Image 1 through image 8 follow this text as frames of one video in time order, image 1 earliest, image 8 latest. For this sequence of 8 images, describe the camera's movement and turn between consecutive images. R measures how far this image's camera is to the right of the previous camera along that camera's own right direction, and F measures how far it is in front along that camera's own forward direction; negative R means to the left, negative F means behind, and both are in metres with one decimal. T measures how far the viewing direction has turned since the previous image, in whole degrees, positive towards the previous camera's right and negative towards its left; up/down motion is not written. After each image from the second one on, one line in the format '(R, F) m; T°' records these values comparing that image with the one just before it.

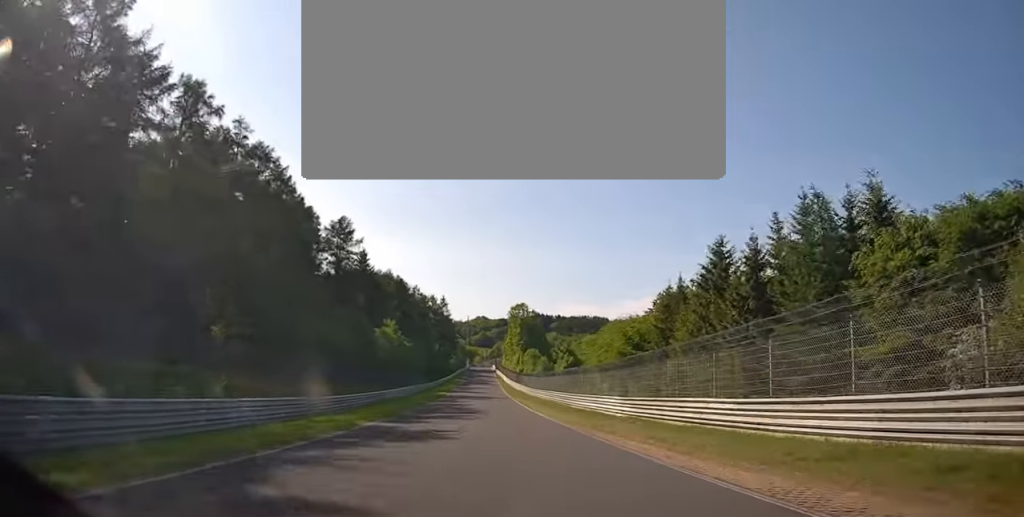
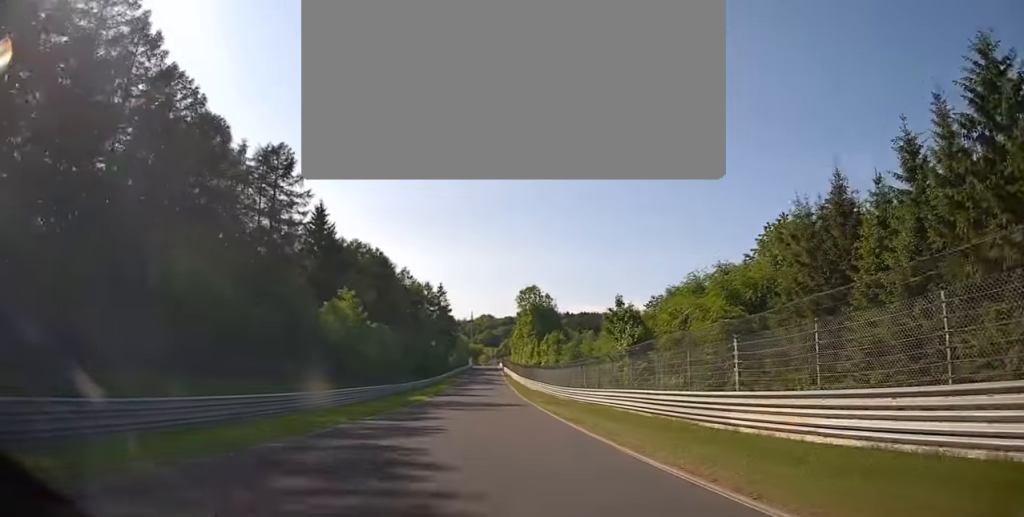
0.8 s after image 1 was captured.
(-0.2, +27.6) m; 0°
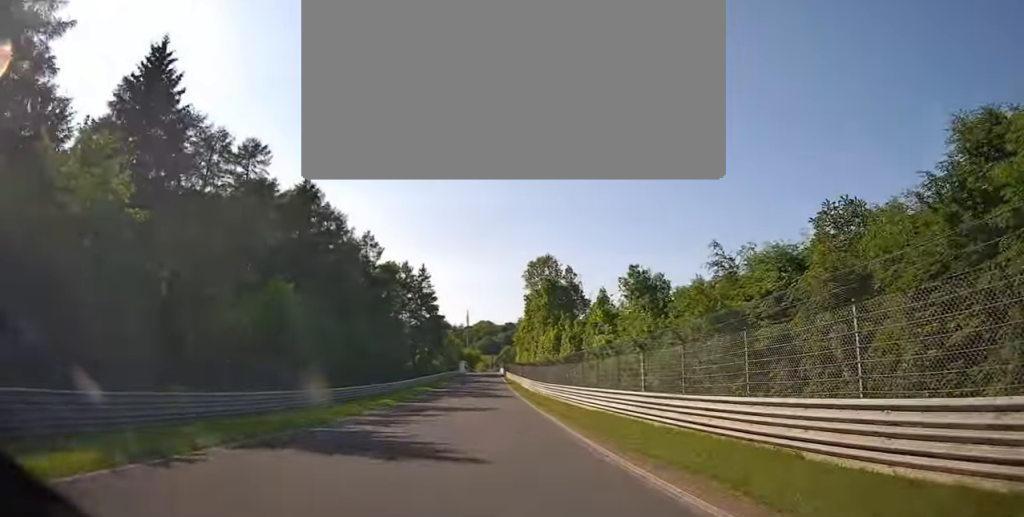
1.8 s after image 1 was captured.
(+0.3, +39.2) m; 0°
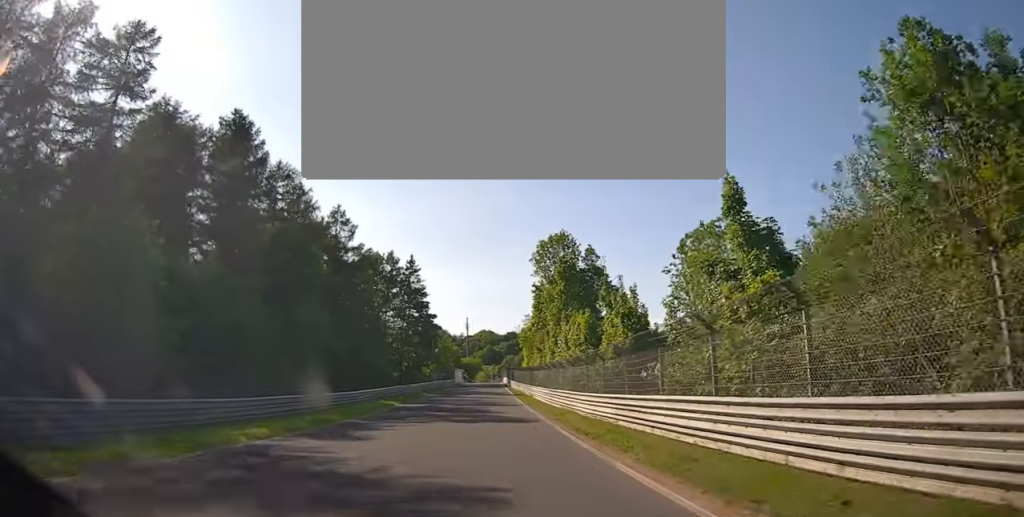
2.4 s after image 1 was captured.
(-0.1, +19.8) m; 0°
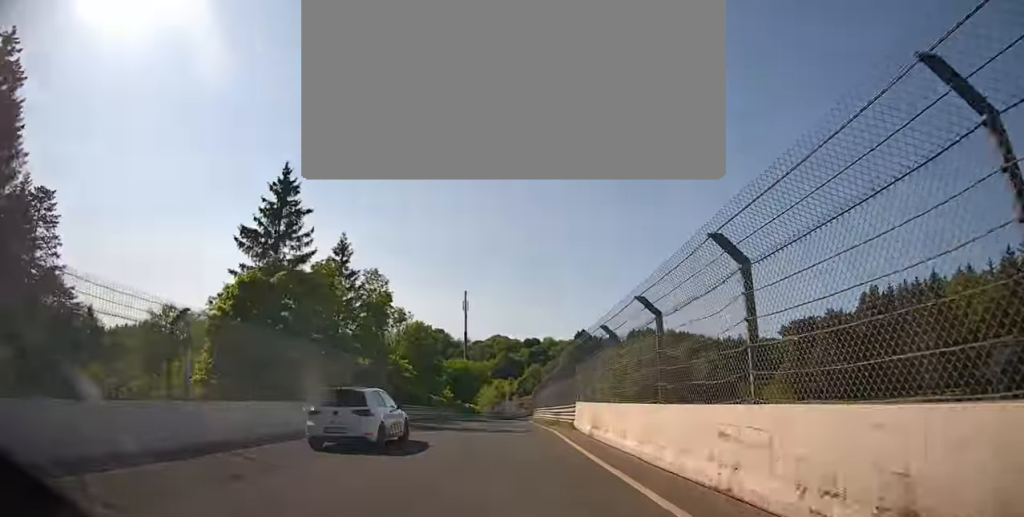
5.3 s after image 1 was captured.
(-1.6, +102.9) m; -1°
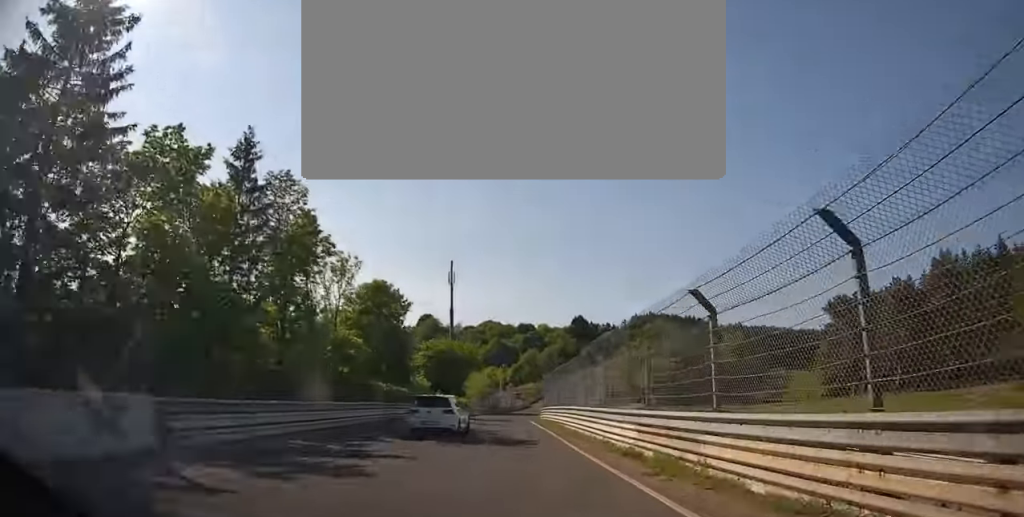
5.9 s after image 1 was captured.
(+0.1, +21.6) m; +1°
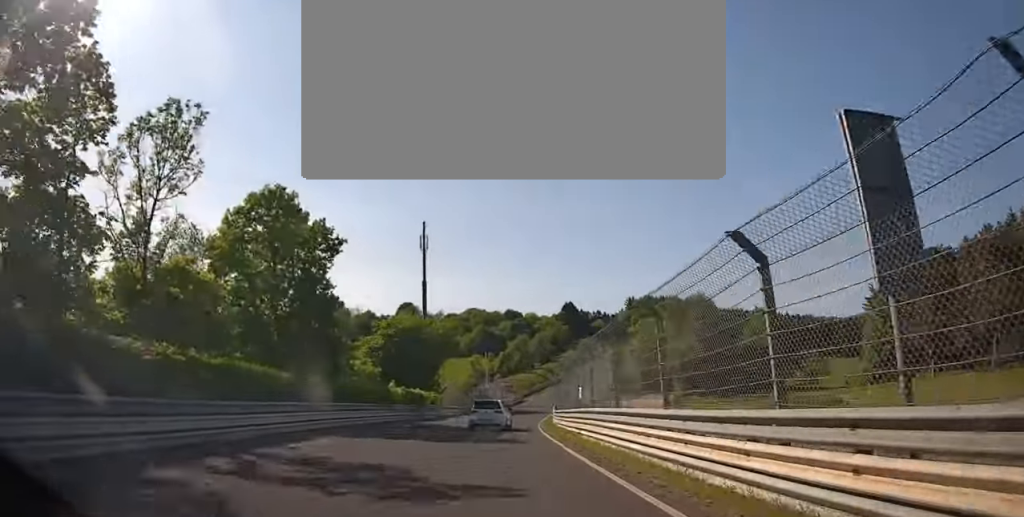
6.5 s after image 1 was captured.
(-0.2, +22.5) m; +2°
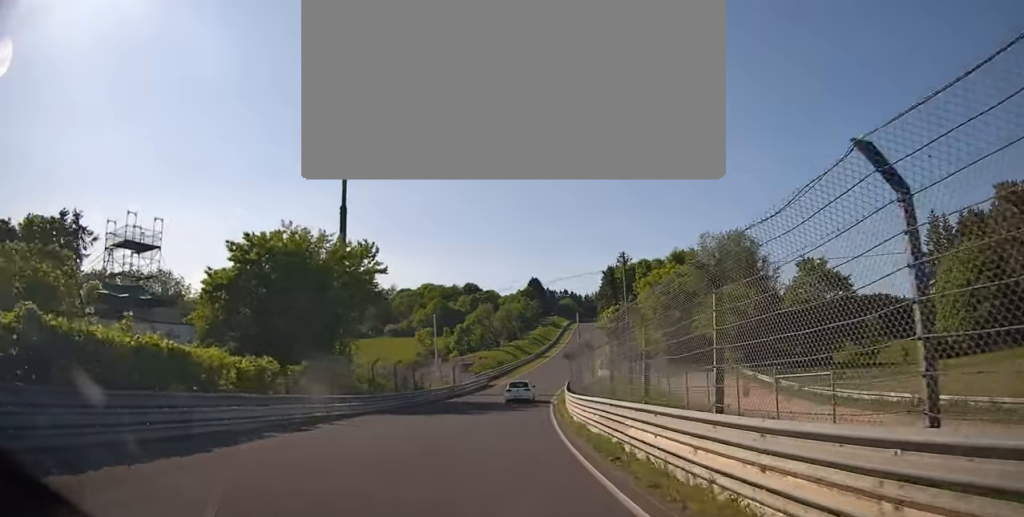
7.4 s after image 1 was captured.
(+1.0, +31.3) m; +4°
